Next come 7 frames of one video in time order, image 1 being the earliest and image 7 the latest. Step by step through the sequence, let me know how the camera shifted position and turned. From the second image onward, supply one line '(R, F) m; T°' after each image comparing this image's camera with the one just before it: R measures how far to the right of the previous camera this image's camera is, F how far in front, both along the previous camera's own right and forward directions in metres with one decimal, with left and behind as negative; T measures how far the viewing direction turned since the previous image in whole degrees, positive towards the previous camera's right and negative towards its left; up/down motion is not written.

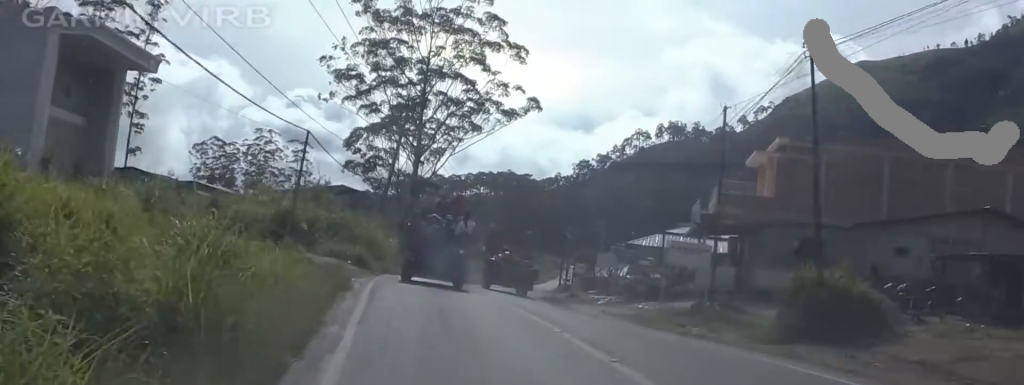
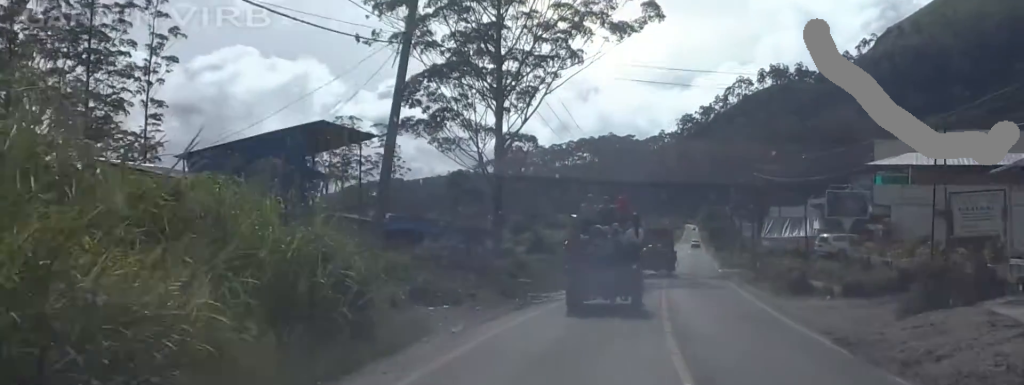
(-2.6, +29.7) m; -5°
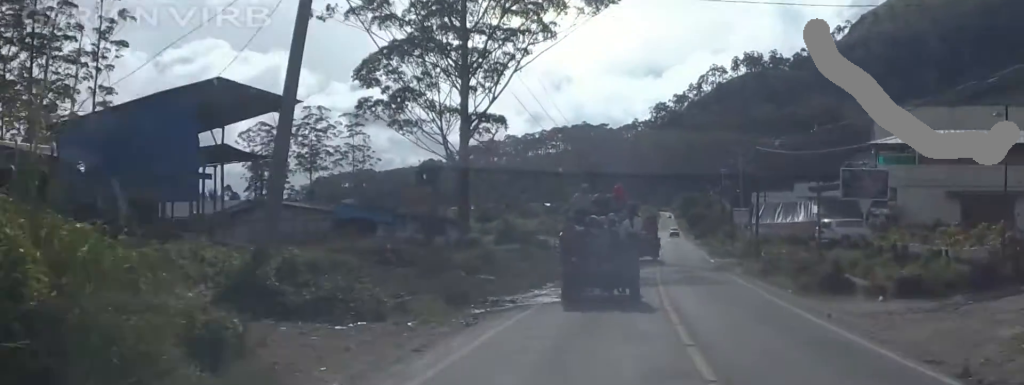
(+0.2, +6.5) m; +1°
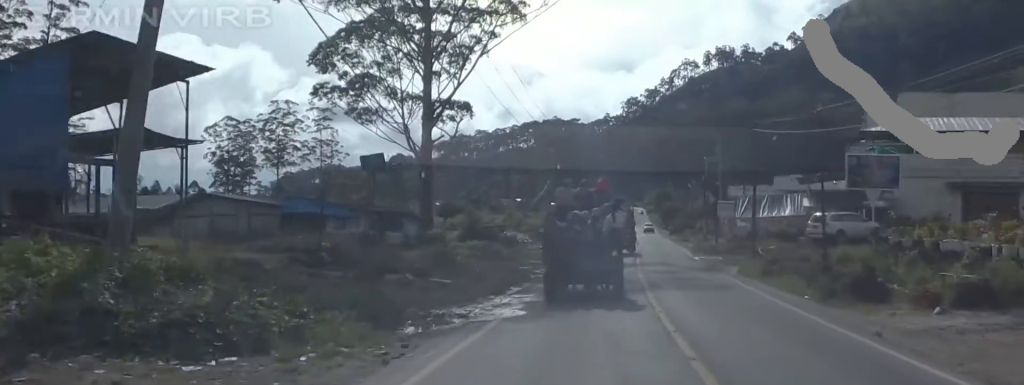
(-0.3, +4.8) m; 0°
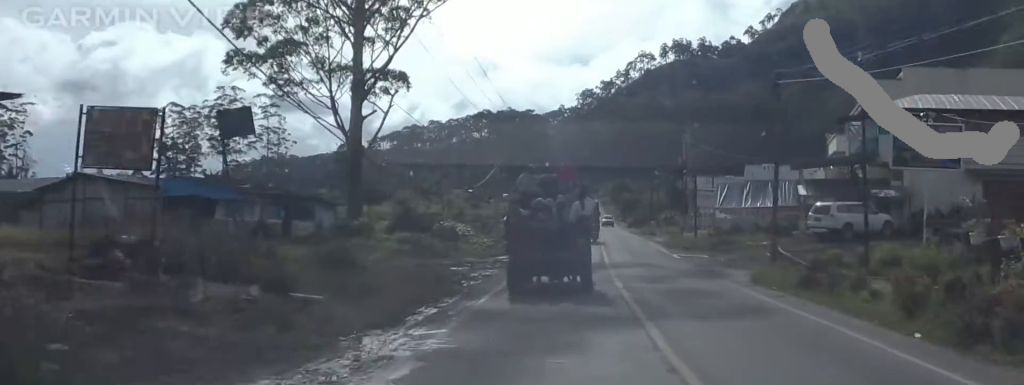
(0.0, +9.1) m; +1°
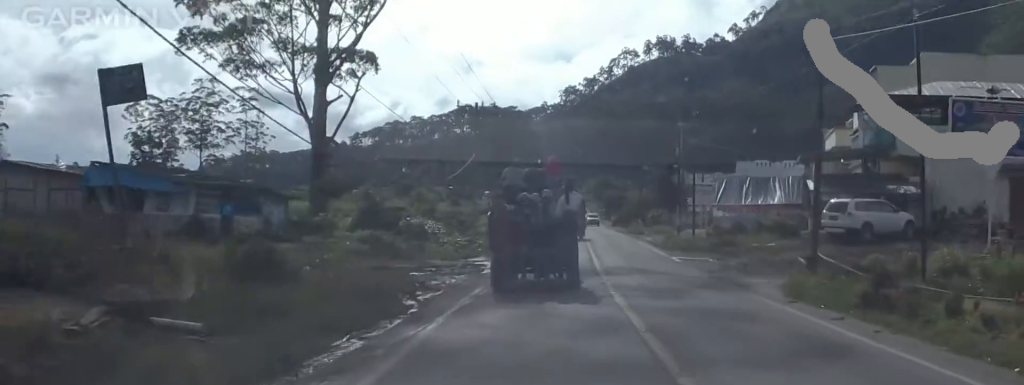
(+0.2, +4.8) m; +1°
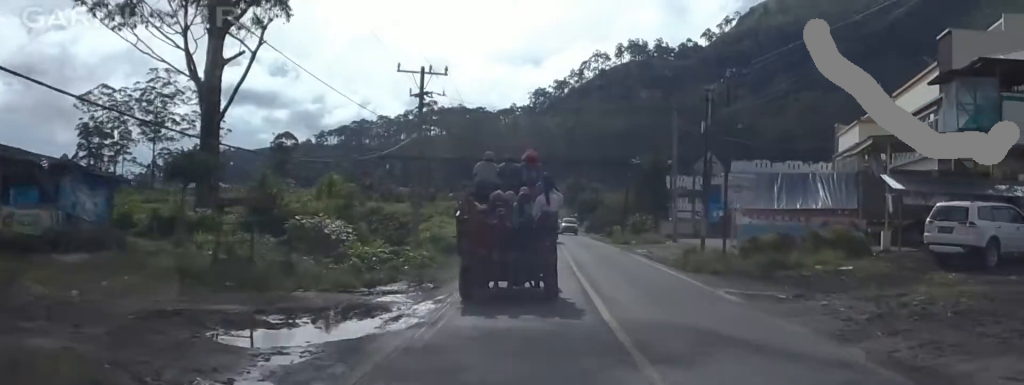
(+0.2, +12.6) m; -2°
